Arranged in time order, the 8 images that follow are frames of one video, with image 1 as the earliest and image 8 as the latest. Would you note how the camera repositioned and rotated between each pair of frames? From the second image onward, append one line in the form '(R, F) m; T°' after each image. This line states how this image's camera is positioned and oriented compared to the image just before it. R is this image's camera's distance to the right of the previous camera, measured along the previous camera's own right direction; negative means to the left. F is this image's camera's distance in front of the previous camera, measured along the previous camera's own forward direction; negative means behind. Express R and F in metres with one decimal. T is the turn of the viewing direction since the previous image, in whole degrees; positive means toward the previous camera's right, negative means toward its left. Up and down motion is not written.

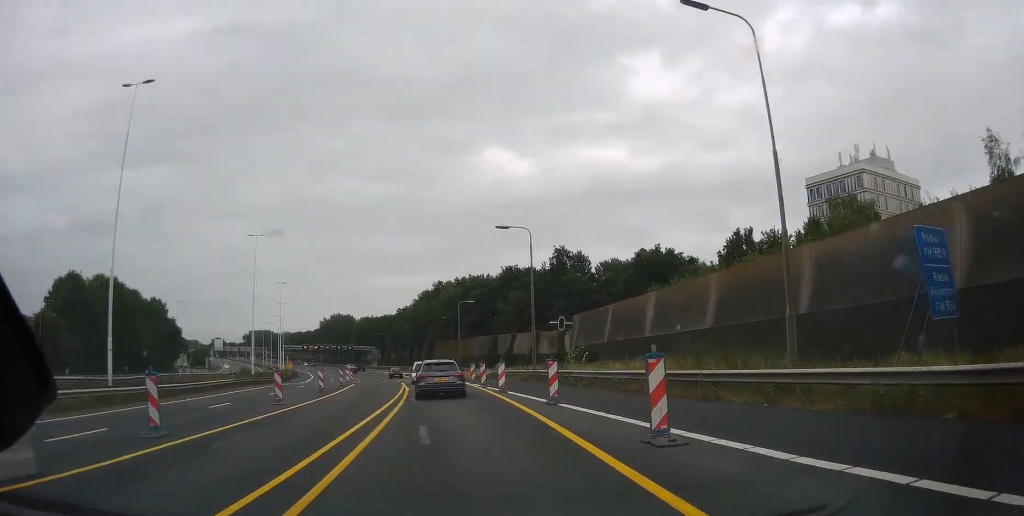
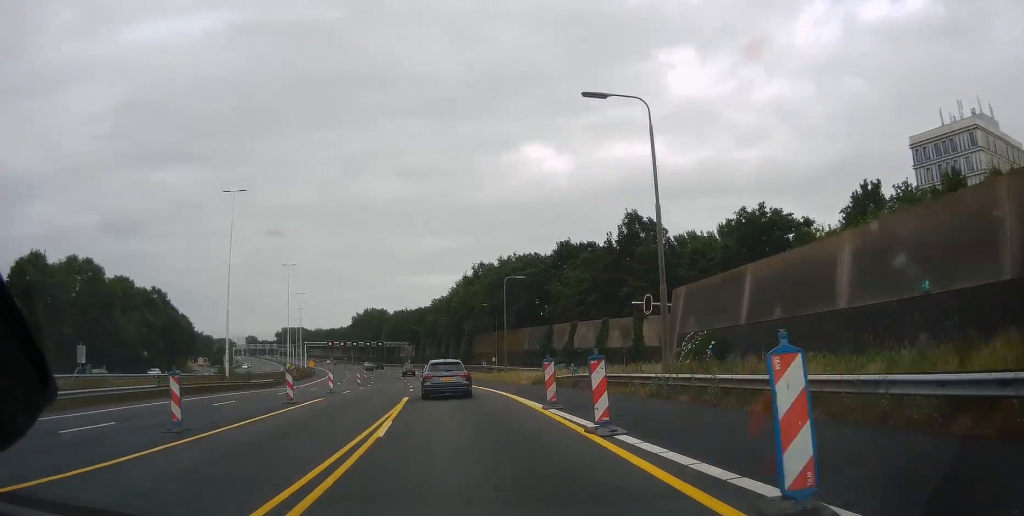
(-0.5, +22.2) m; -3°
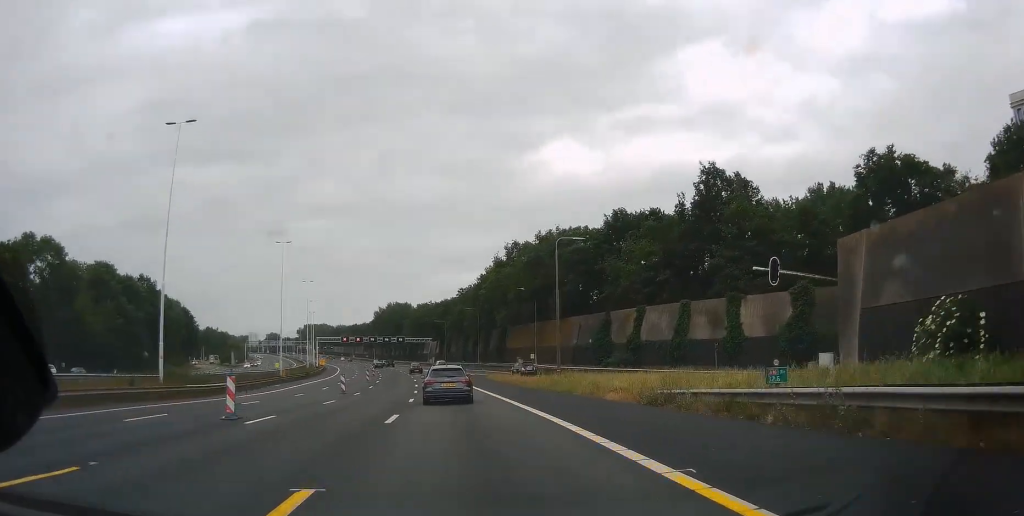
(-0.6, +20.0) m; -2°
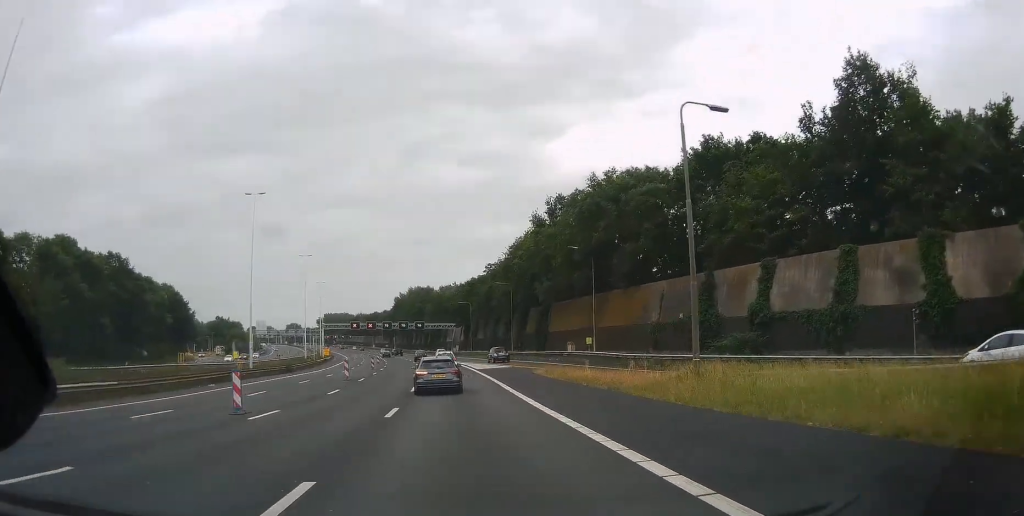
(-0.3, +23.8) m; -2°
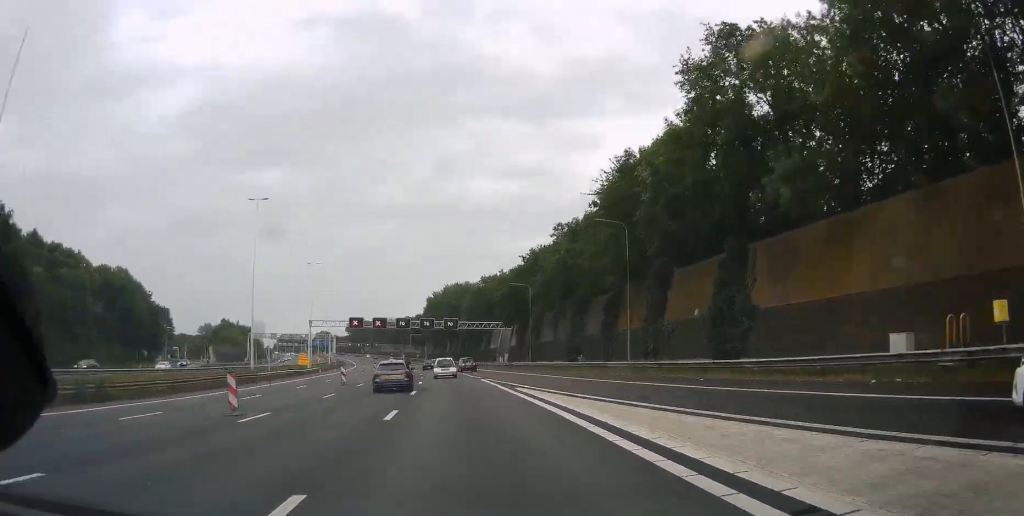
(-2.1, +46.9) m; -5°
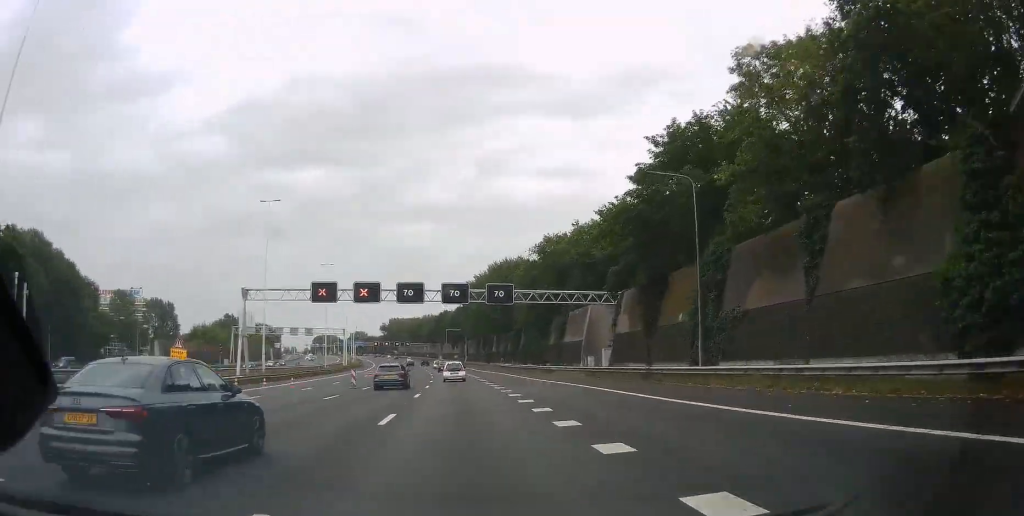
(-2.2, +48.8) m; -4°
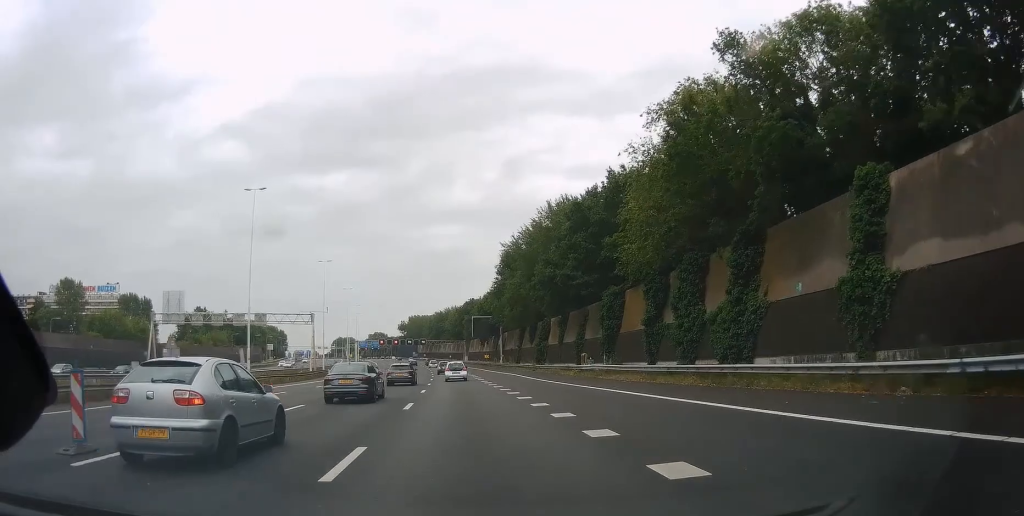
(-1.3, +54.6) m; -2°
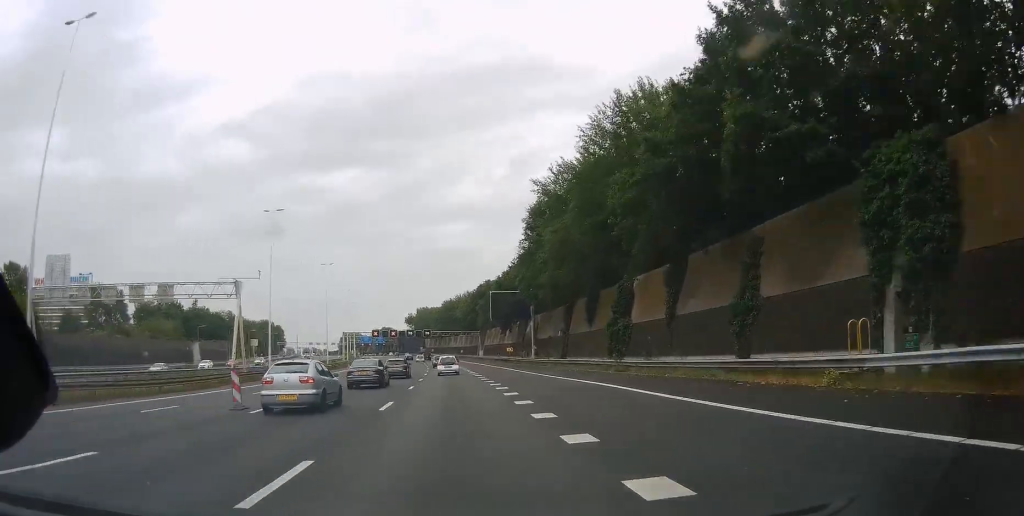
(-0.4, +36.6) m; -1°
